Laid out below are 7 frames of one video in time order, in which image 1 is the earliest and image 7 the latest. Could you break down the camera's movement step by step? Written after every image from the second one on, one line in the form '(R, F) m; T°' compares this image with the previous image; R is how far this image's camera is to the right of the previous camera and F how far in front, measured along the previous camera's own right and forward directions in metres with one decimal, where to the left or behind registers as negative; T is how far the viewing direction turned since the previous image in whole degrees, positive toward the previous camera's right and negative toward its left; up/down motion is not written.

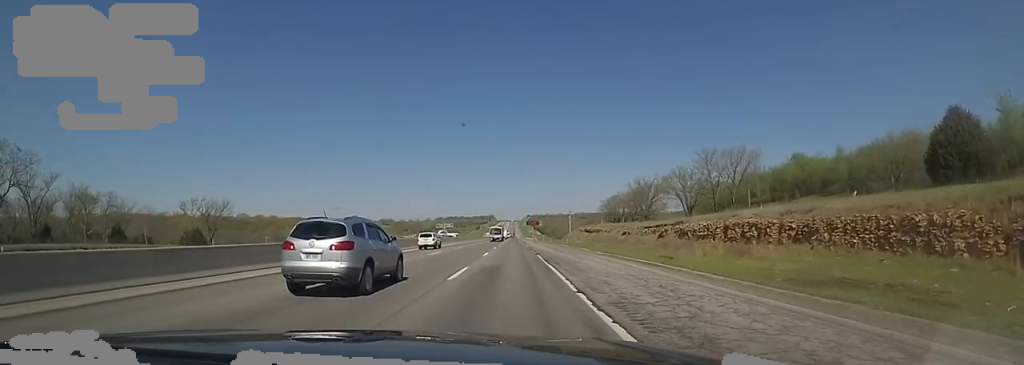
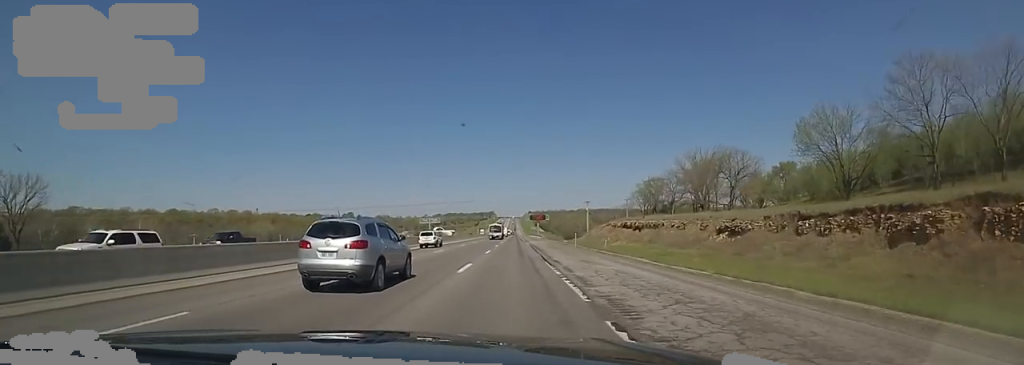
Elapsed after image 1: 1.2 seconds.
(+0.4, +43.8) m; +1°
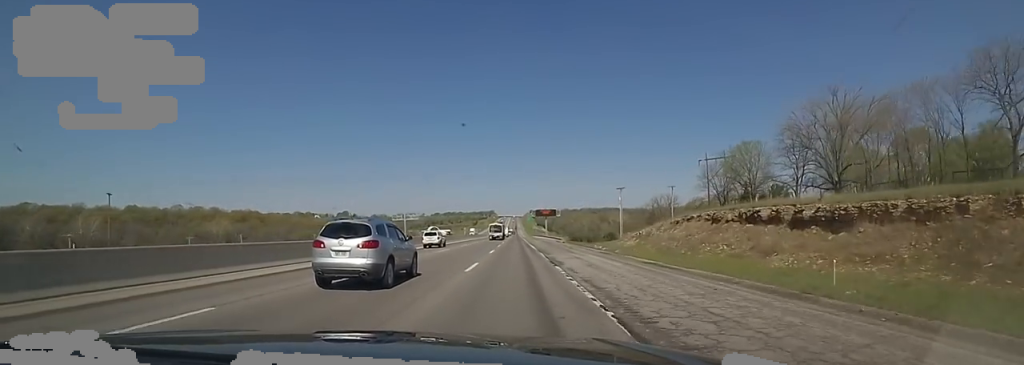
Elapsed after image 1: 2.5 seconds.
(-0.2, +46.3) m; -1°
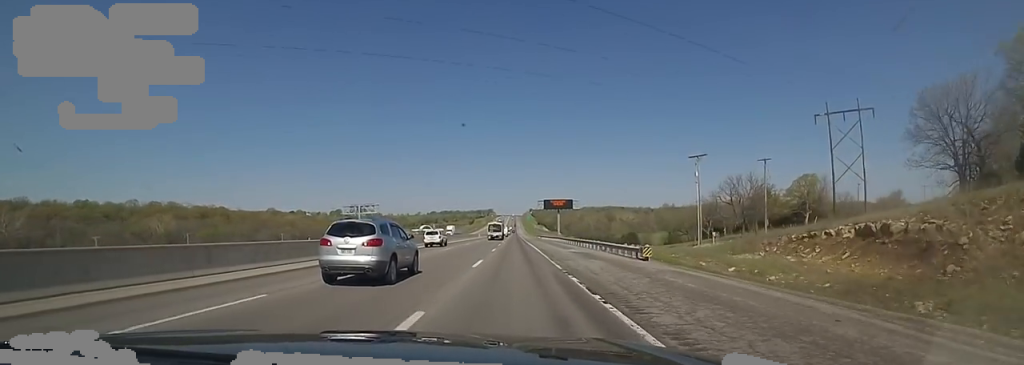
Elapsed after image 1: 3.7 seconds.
(0.0, +44.1) m; 0°
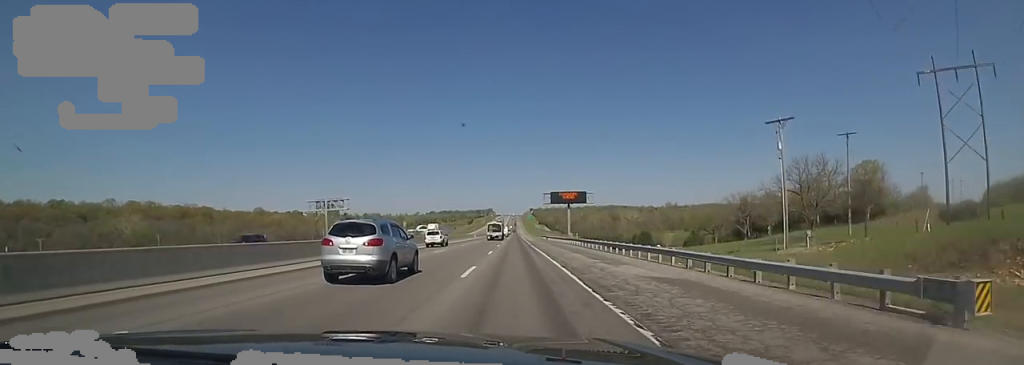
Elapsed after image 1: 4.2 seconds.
(+0.1, +19.6) m; 0°
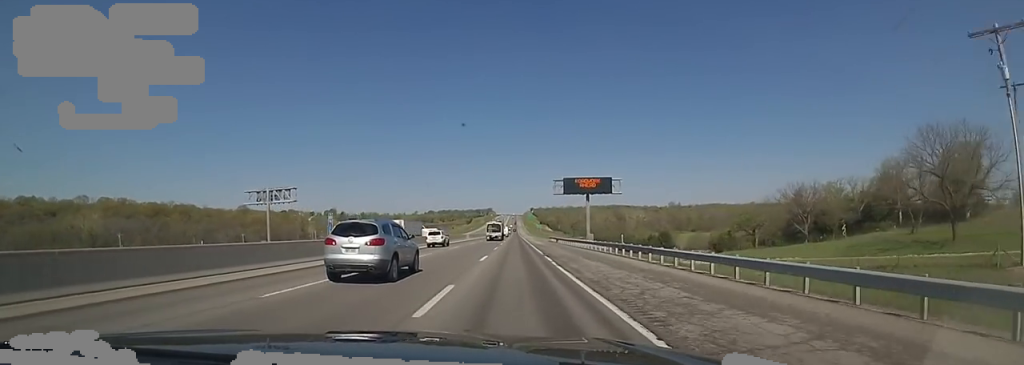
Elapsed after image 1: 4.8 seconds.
(-0.3, +22.2) m; 0°
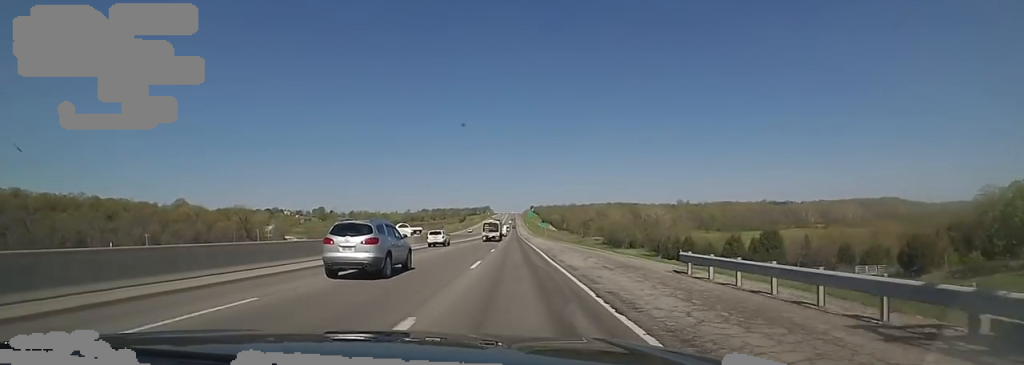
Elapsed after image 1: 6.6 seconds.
(0.0, +66.4) m; 0°
